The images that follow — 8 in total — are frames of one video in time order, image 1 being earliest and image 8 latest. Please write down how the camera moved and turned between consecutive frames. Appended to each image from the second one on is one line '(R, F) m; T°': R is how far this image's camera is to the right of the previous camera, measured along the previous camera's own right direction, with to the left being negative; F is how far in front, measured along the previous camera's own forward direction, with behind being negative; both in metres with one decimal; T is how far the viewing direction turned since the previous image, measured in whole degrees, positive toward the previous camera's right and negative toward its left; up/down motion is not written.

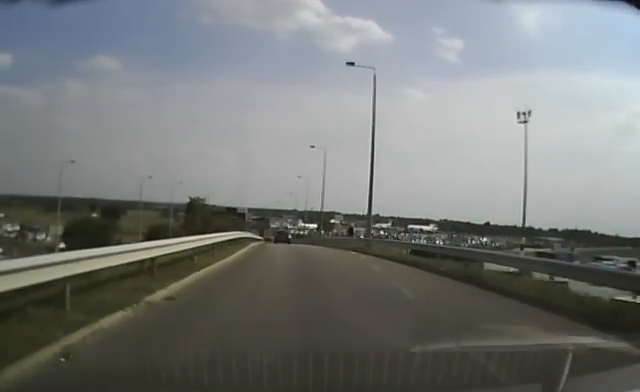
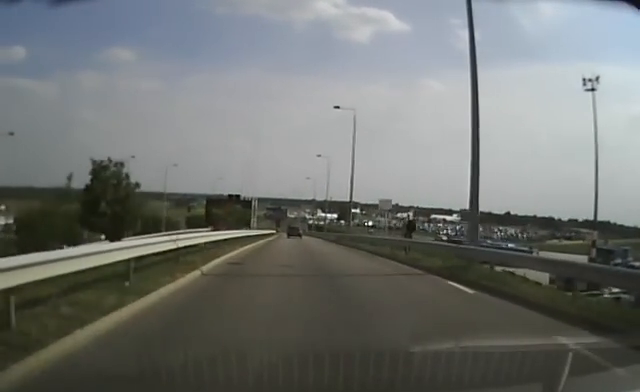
(0.0, +20.7) m; -1°
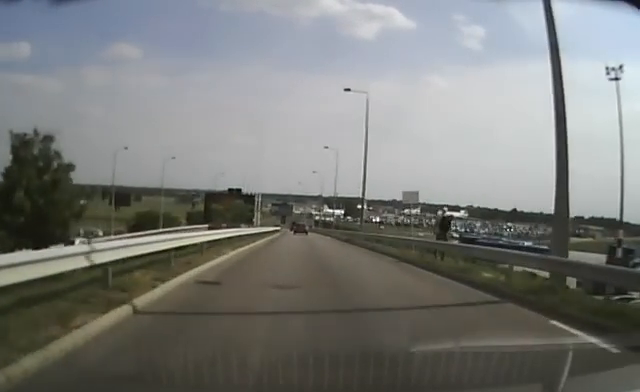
(0.0, +6.2) m; -1°
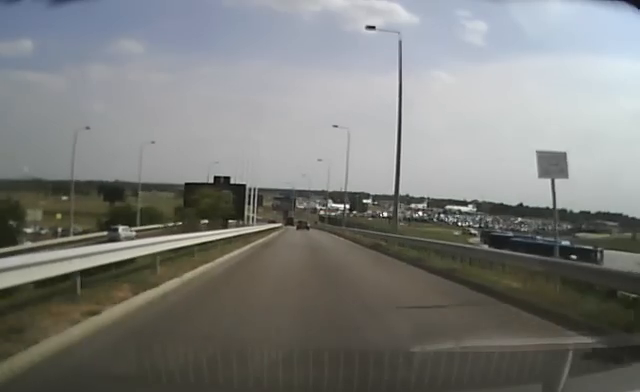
(-0.5, +16.0) m; -3°
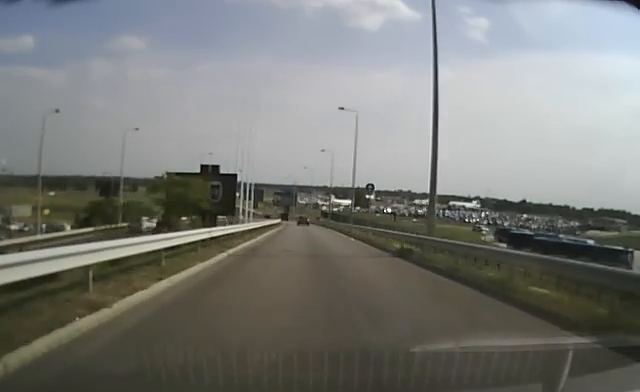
(-0.1, +9.0) m; 0°
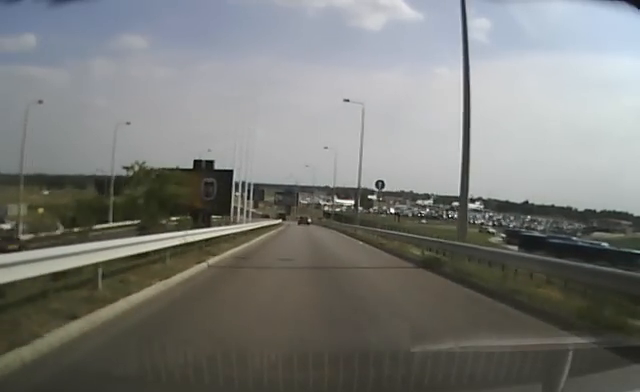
(0.0, +4.5) m; 0°
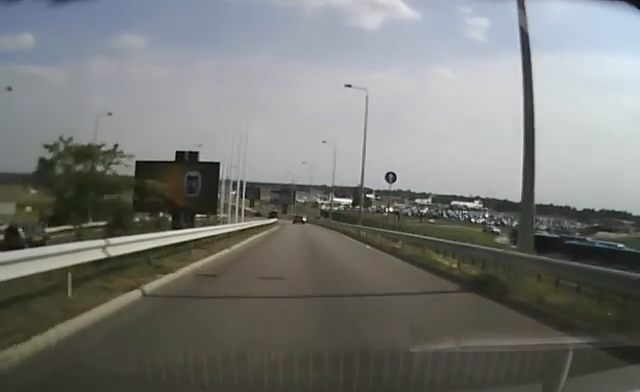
(0.0, +5.9) m; 0°
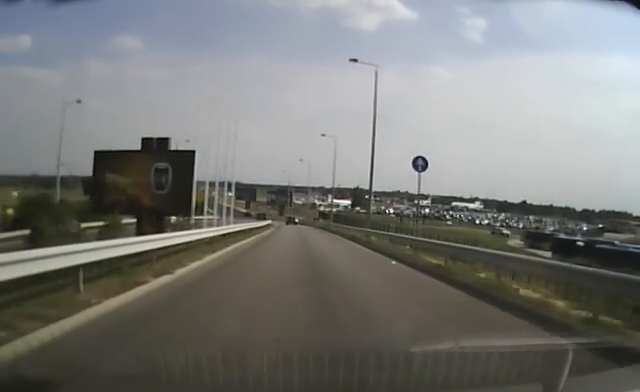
(0.0, +8.8) m; 0°
